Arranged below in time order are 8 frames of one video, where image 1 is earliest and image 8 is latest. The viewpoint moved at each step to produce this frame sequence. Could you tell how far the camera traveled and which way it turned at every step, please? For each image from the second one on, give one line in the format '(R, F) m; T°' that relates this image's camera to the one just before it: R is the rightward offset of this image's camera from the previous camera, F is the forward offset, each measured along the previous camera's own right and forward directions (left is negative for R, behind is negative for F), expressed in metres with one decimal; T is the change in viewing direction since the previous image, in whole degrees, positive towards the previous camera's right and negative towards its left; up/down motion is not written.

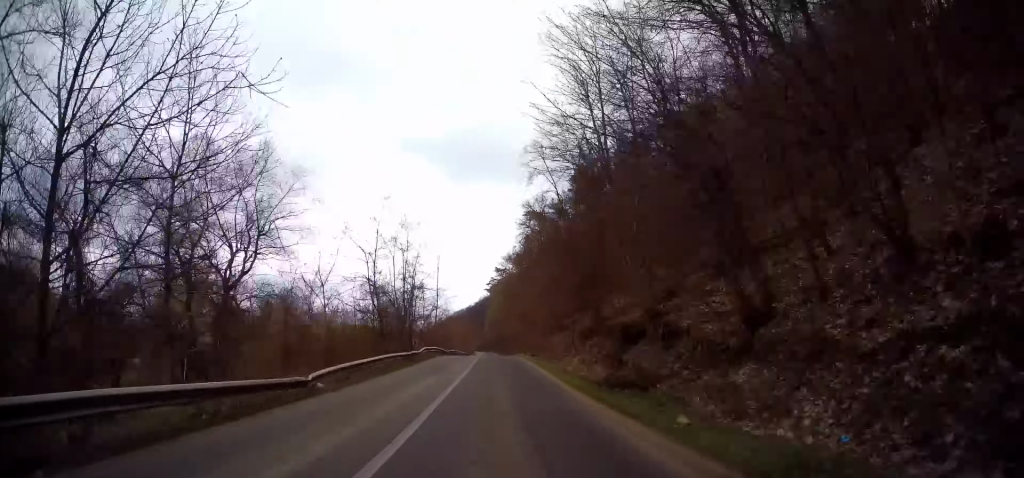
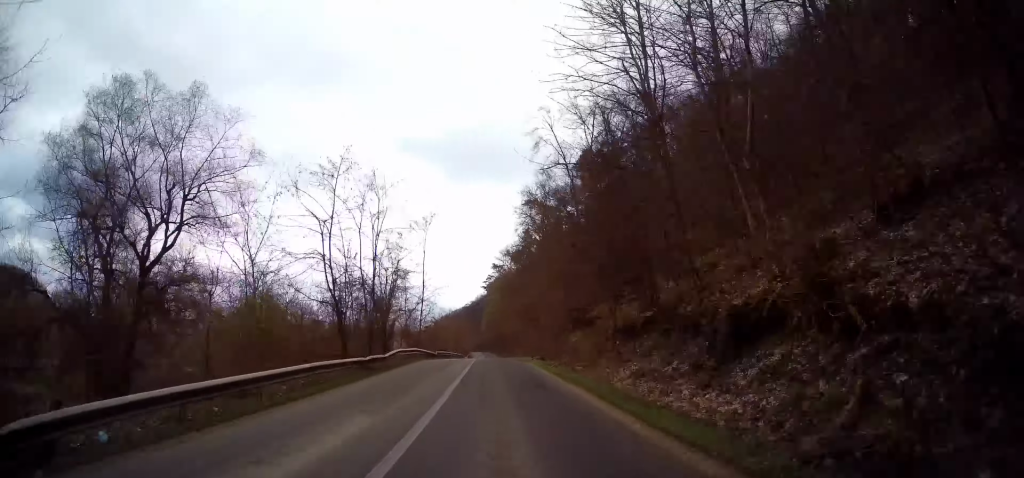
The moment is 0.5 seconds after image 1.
(+0.1, +10.5) m; 0°
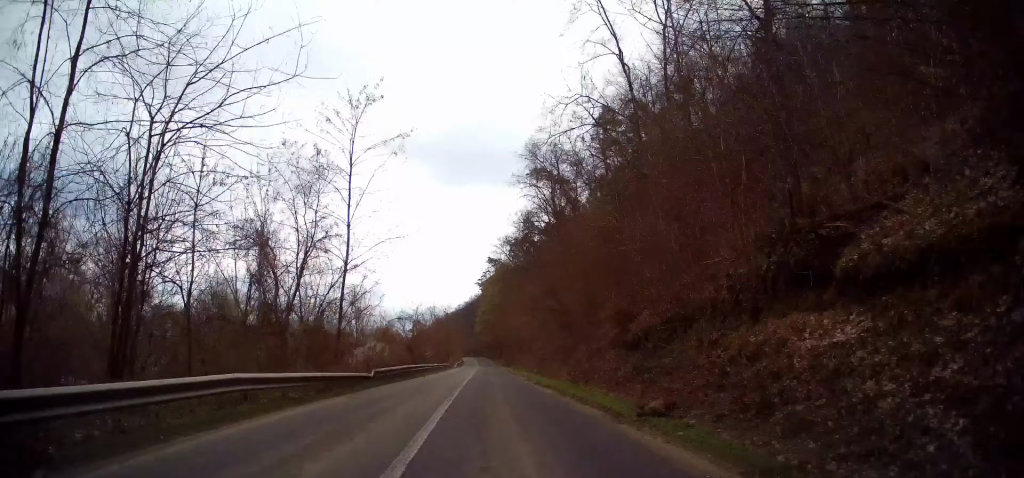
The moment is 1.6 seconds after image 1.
(-0.1, +23.0) m; 0°
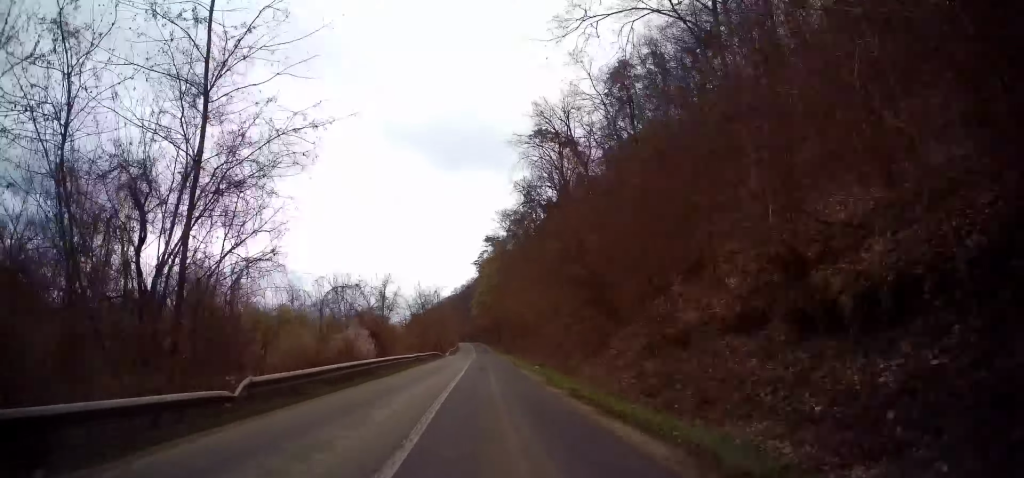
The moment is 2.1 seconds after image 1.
(0.0, +11.0) m; +1°
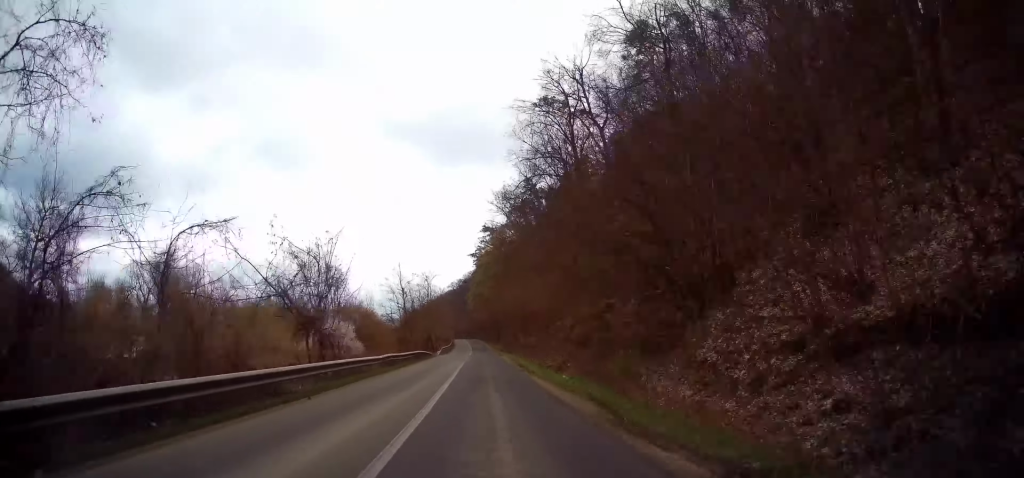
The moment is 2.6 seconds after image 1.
(0.0, +9.7) m; 0°
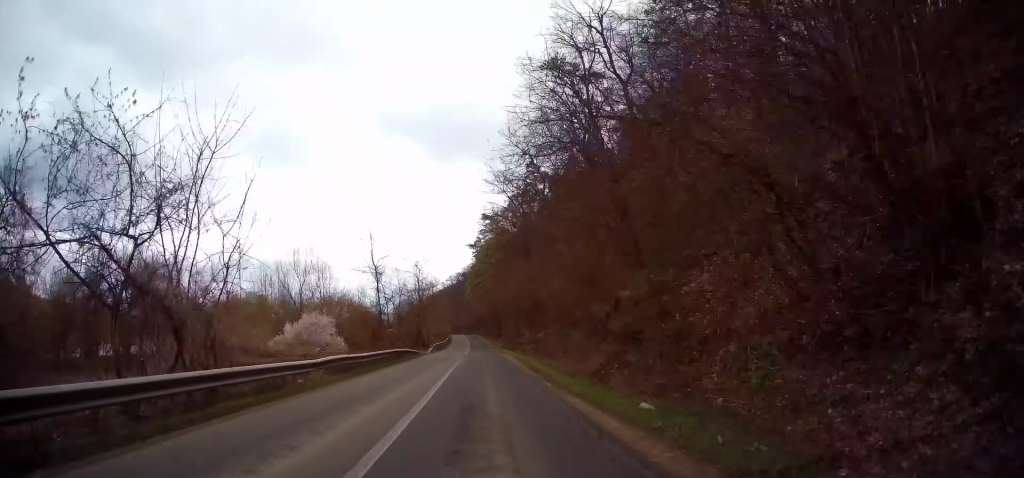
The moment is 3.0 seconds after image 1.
(+0.1, +9.0) m; 0°
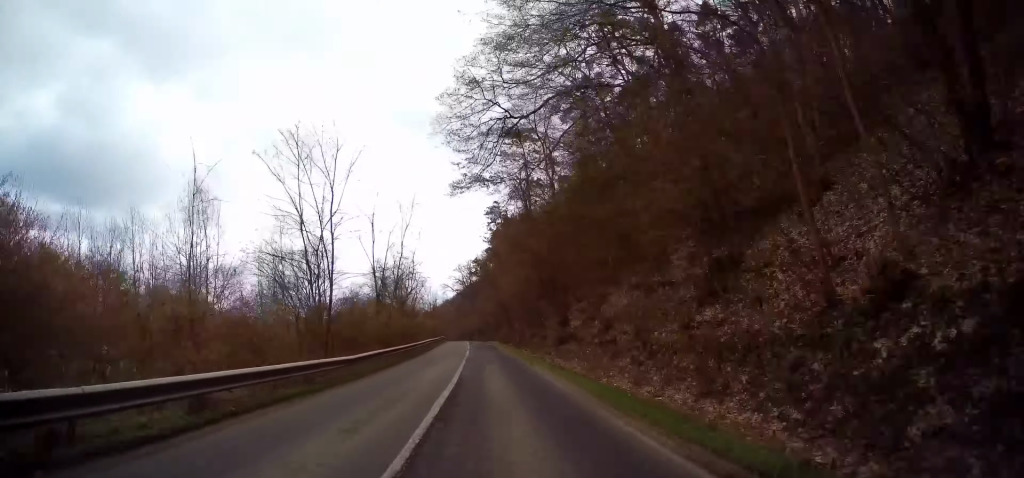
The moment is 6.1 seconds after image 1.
(-1.1, +63.8) m; -1°
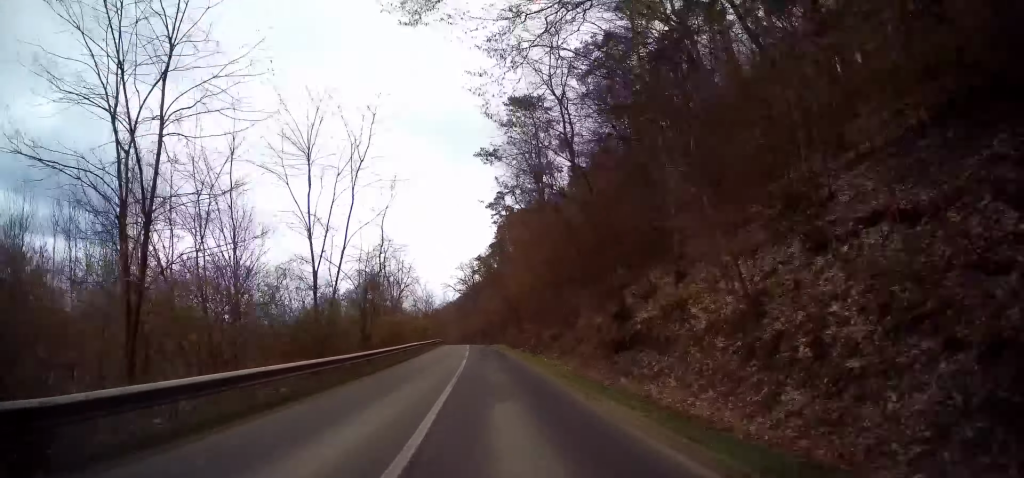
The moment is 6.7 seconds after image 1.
(0.0, +12.6) m; 0°
